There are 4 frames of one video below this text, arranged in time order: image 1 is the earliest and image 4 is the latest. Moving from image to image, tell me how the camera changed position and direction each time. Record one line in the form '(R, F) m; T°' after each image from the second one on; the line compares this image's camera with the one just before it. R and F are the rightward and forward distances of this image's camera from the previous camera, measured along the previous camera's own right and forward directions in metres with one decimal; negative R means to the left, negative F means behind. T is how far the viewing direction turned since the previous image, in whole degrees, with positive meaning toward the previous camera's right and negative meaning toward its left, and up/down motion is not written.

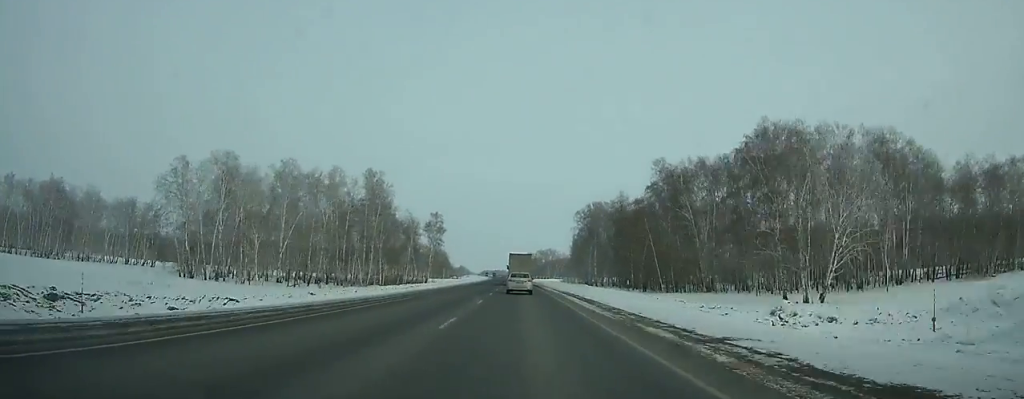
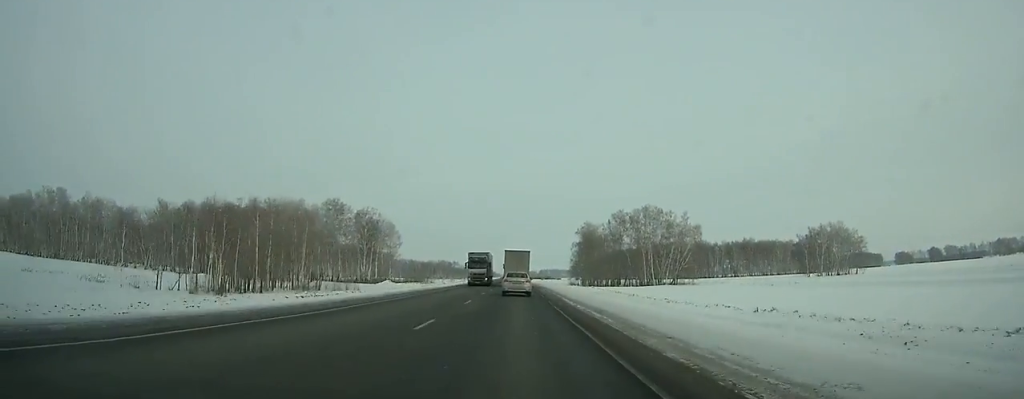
(-6.8, +254.8) m; -3°
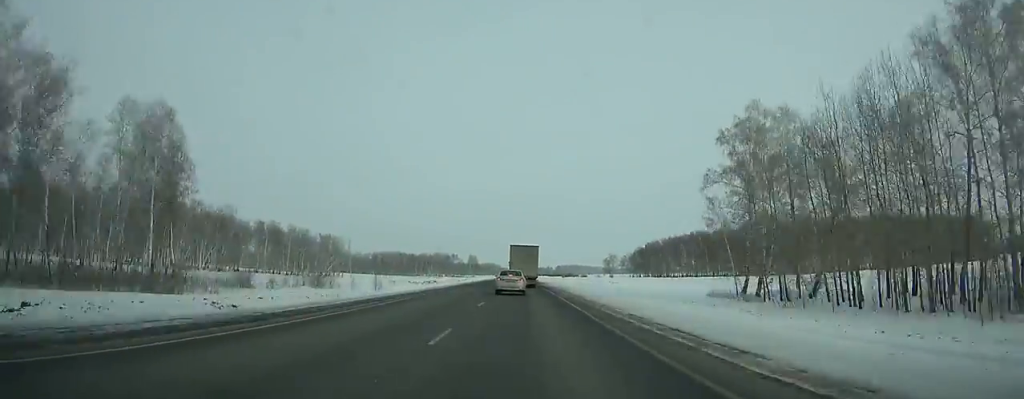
(-1.5, +134.3) m; -1°
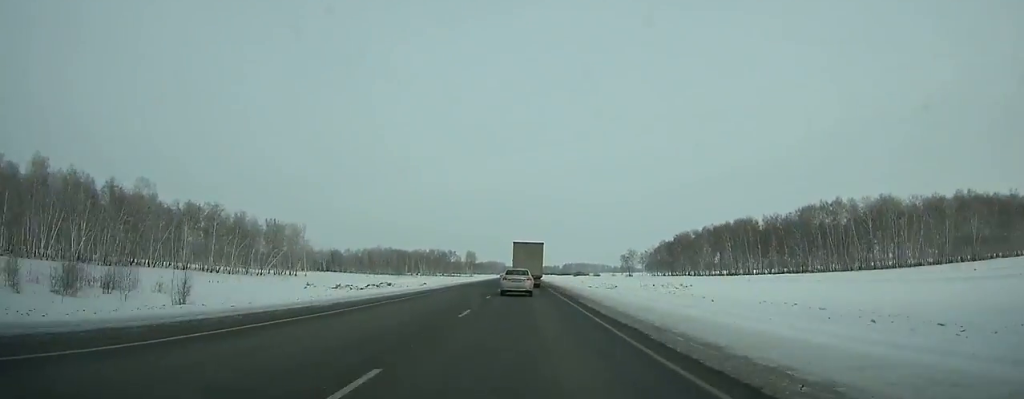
(+0.1, +53.5) m; 0°
